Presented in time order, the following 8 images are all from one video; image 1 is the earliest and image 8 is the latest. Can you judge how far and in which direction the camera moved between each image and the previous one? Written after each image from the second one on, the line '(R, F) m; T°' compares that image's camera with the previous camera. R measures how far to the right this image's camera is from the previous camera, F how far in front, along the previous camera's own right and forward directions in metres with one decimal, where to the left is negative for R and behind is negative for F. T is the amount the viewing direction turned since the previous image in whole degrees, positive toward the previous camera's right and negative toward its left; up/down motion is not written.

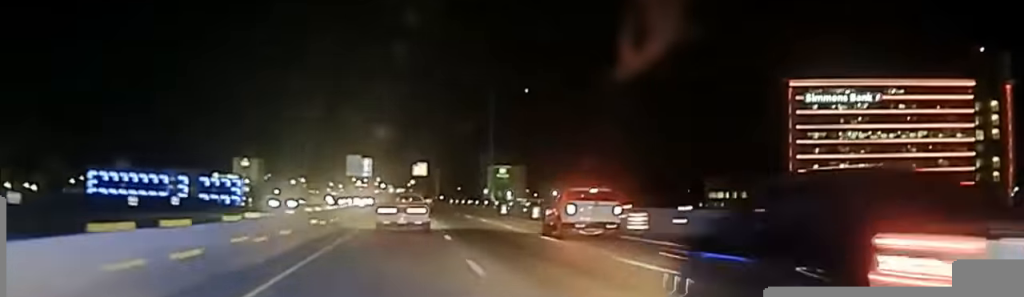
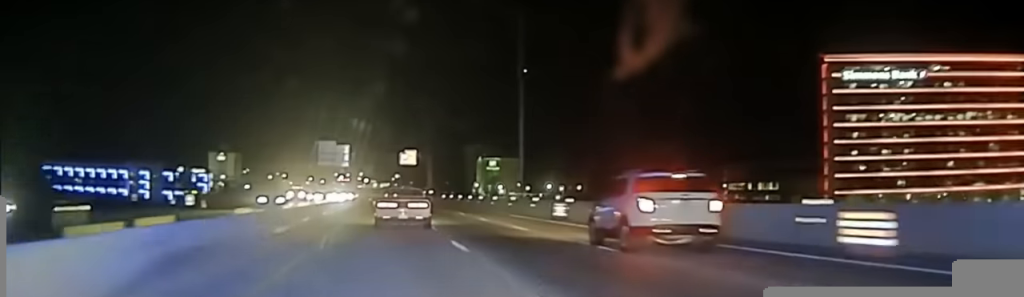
(+0.4, +33.7) m; +1°
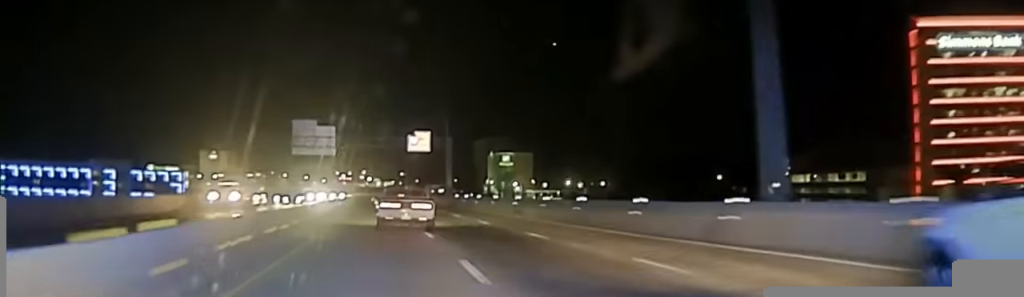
(+0.3, +40.4) m; 0°
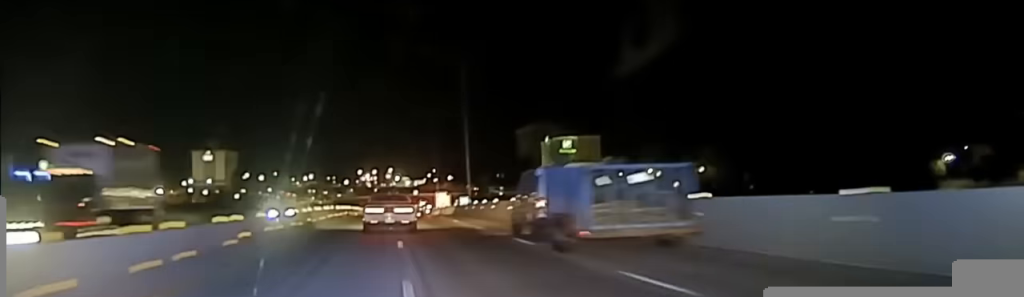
(-0.8, +81.7) m; -2°
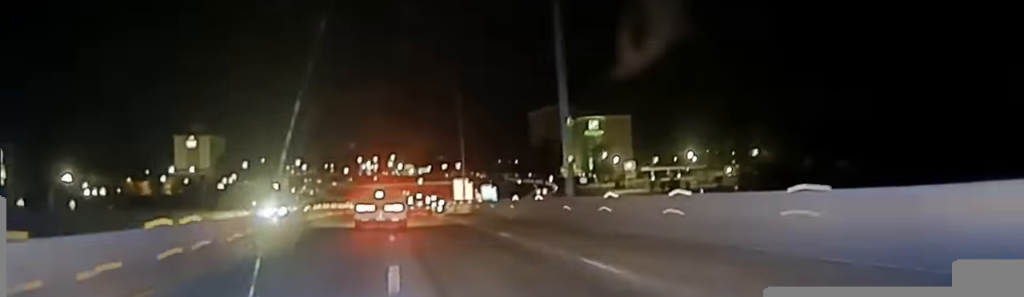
(-0.4, +42.2) m; -1°
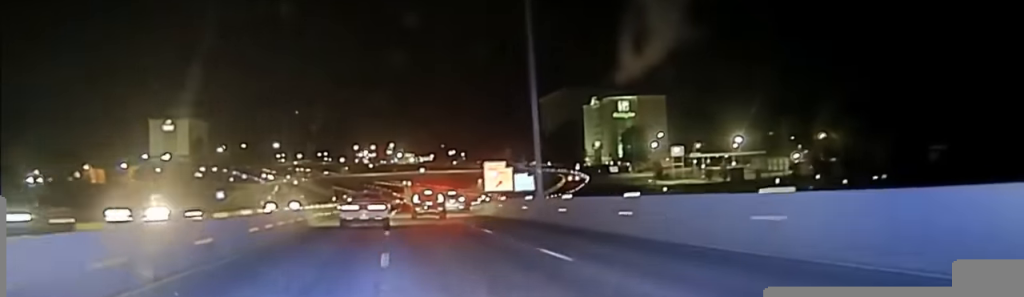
(-0.1, +51.6) m; 0°
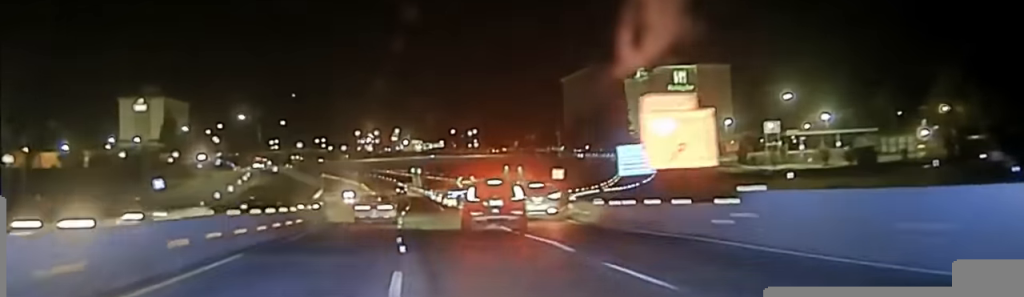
(+0.1, +66.9) m; 0°
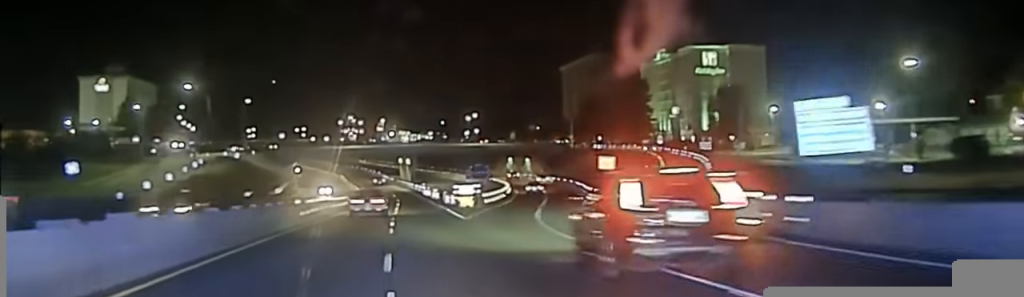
(-0.2, +34.0) m; 0°
